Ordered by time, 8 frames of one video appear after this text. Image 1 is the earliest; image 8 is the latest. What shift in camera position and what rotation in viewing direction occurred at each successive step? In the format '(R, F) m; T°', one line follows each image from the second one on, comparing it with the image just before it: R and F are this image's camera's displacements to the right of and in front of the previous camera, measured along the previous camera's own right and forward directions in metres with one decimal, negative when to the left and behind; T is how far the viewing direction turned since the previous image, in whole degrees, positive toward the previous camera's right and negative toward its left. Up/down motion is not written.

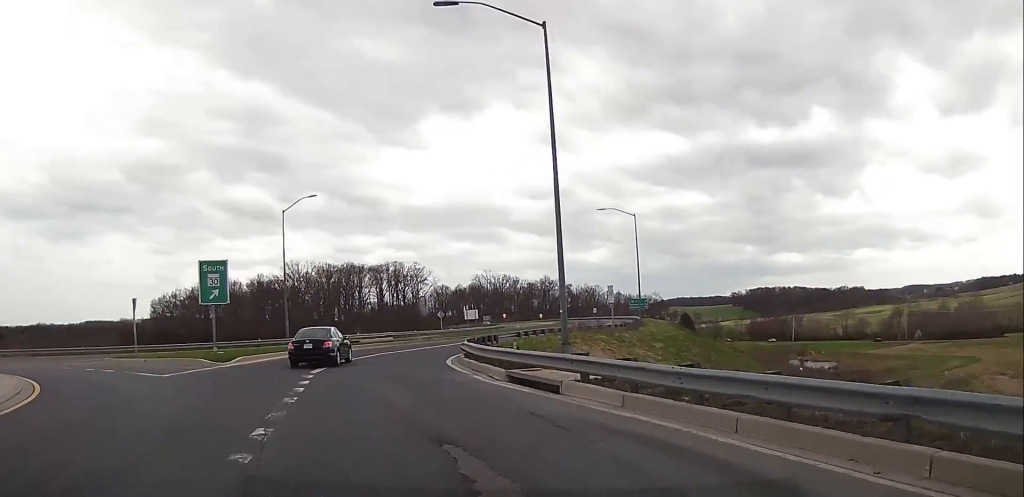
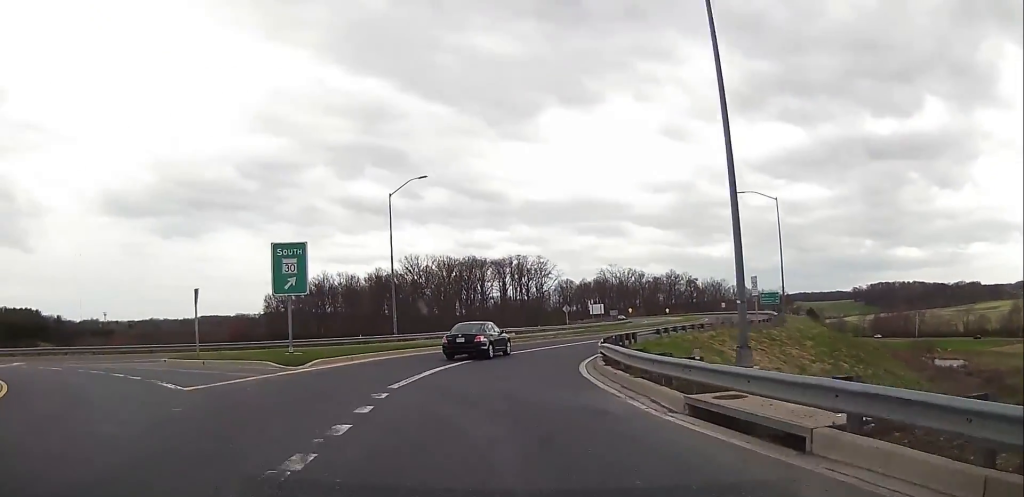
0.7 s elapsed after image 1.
(-0.5, +6.2) m; -9°
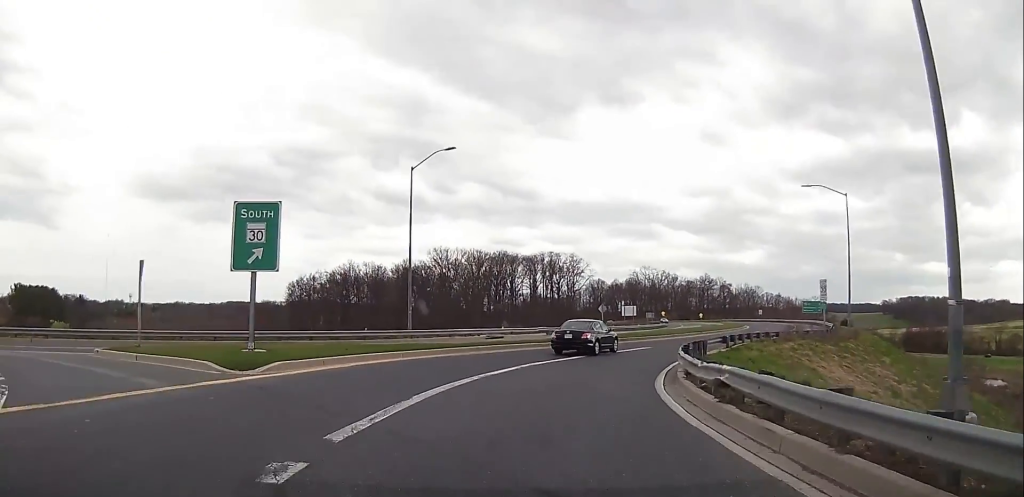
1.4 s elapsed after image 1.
(-0.4, +6.4) m; -9°
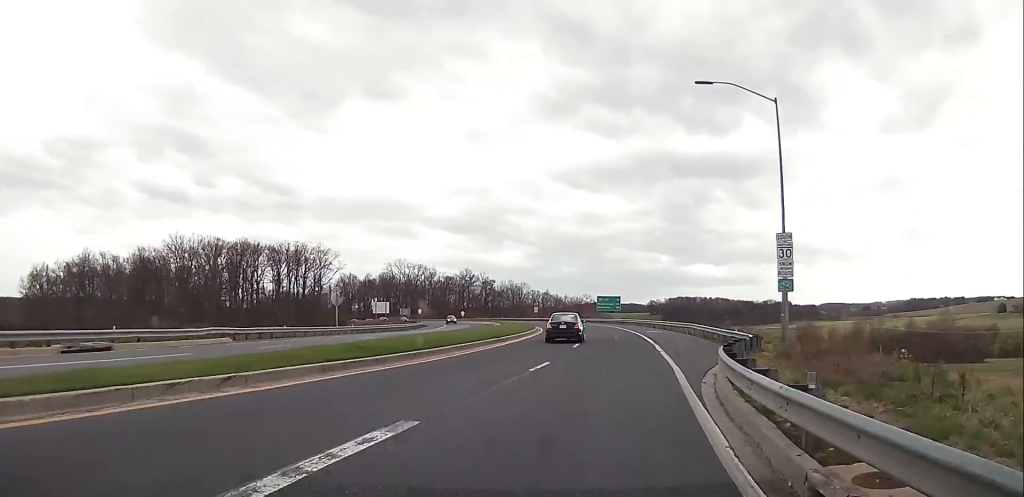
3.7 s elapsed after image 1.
(-0.8, +24.7) m; +4°
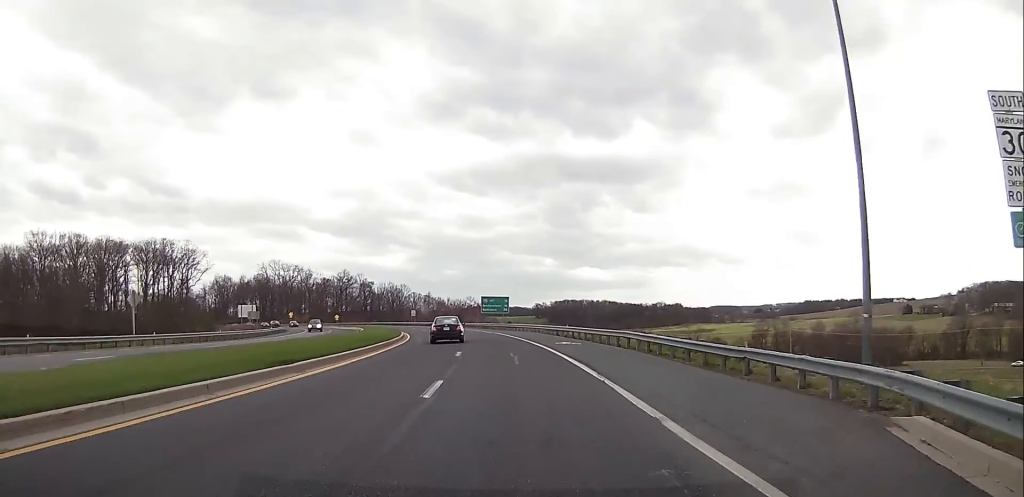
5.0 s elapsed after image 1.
(+1.4, +15.5) m; +9°
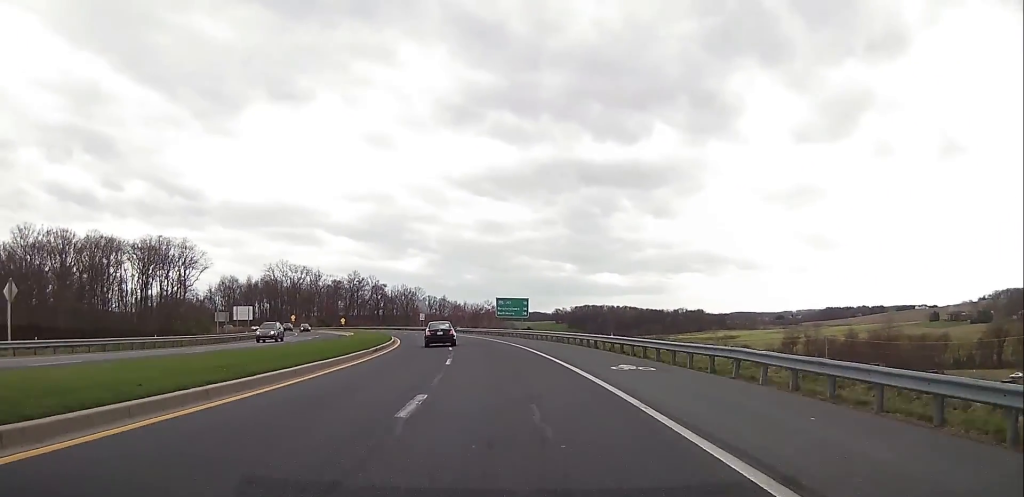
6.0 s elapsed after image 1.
(+0.6, +13.6) m; +5°
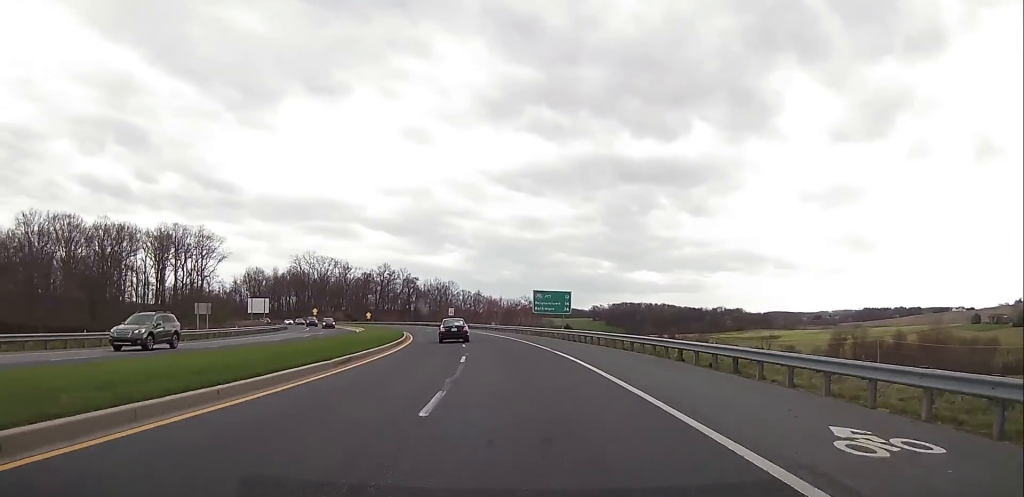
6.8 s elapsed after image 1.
(+0.3, +11.8) m; +1°
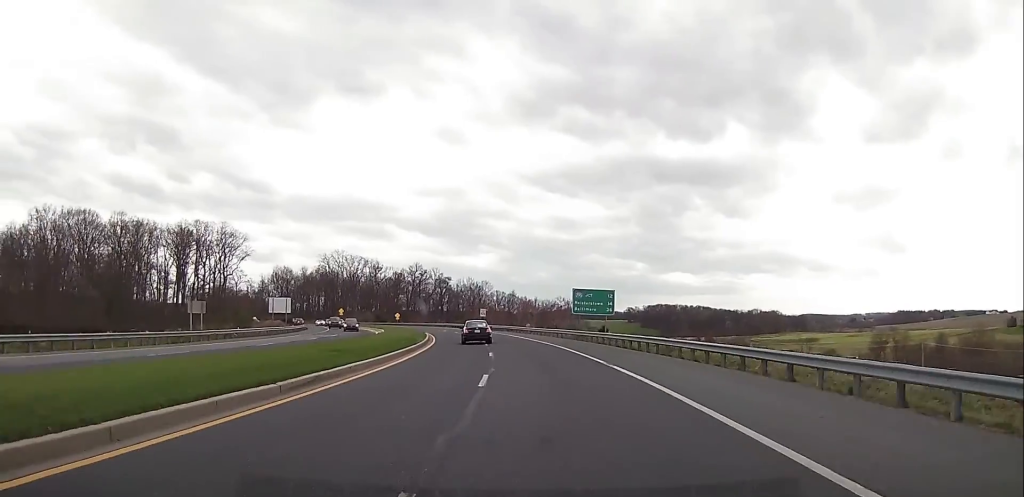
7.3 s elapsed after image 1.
(+0.5, +7.8) m; 0°
